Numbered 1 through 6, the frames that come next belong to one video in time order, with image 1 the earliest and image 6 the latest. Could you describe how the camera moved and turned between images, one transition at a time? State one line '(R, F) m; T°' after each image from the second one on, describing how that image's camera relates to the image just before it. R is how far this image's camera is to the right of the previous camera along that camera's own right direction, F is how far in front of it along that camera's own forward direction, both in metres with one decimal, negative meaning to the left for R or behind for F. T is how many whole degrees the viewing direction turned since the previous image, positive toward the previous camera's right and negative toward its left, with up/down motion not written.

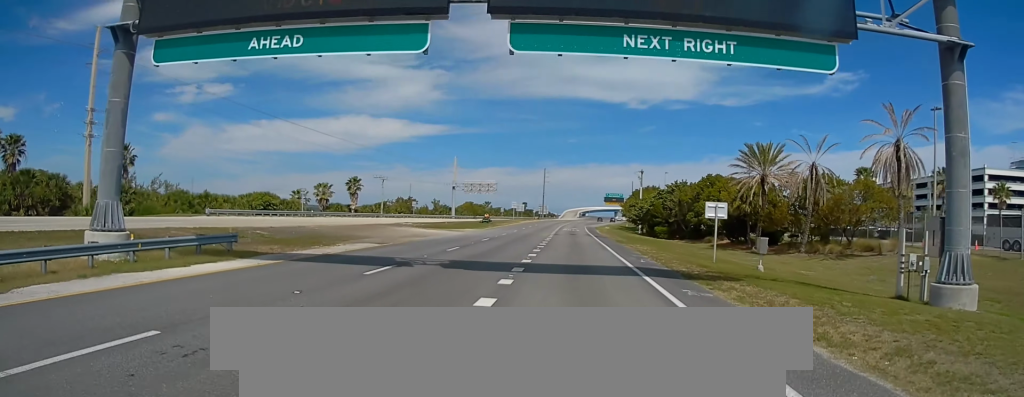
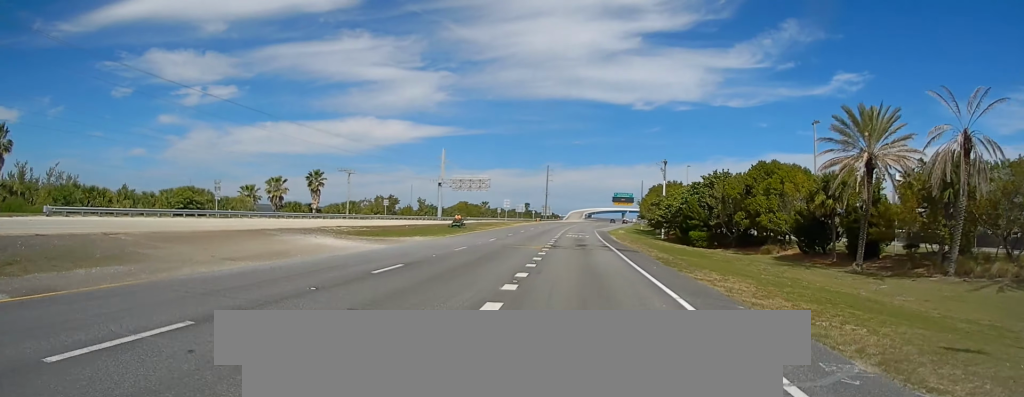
(0.0, +23.1) m; +1°
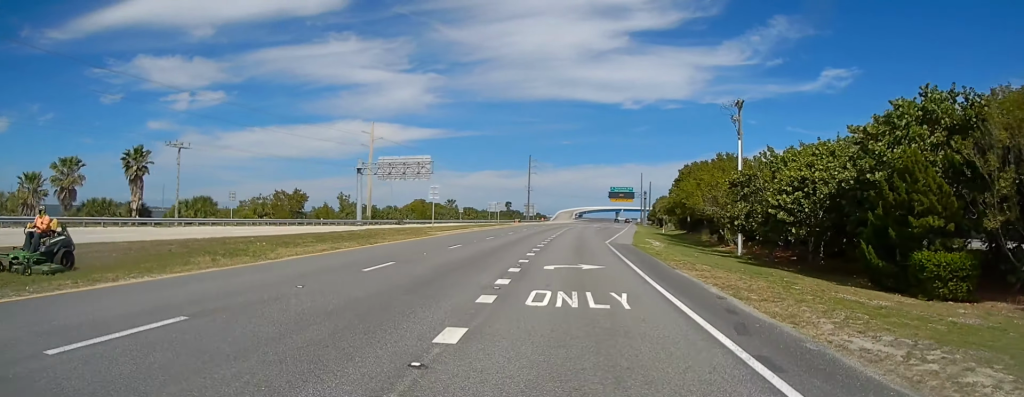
(+1.0, +47.5) m; +2°
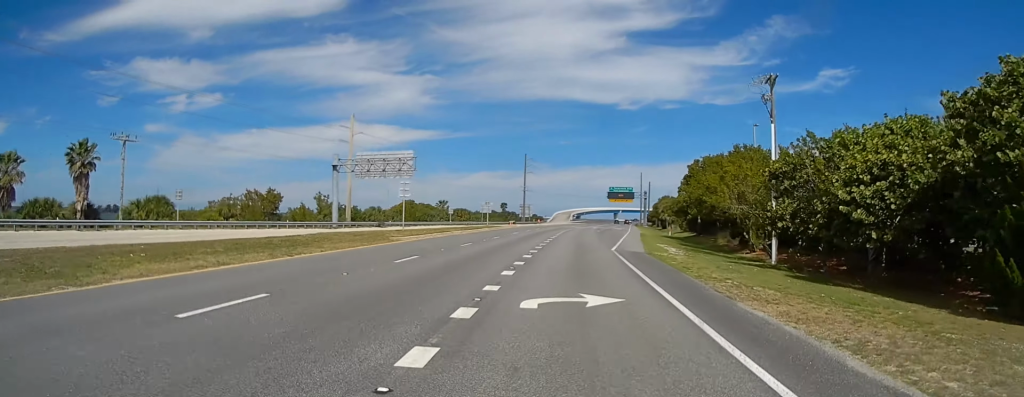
(0.0, +8.7) m; +1°
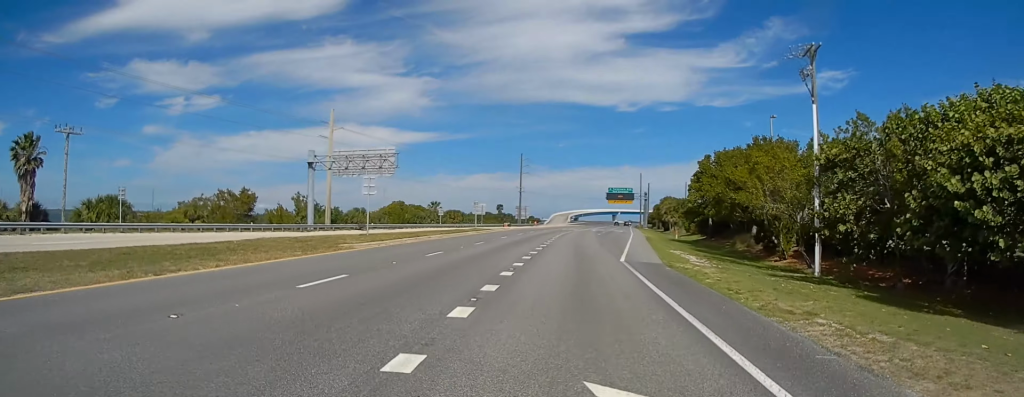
(-0.1, +7.4) m; +1°
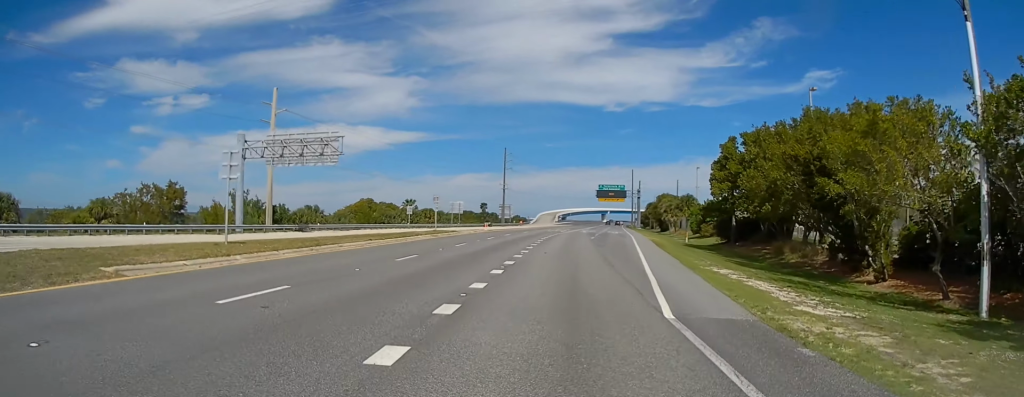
(+0.3, +14.7) m; +2°
